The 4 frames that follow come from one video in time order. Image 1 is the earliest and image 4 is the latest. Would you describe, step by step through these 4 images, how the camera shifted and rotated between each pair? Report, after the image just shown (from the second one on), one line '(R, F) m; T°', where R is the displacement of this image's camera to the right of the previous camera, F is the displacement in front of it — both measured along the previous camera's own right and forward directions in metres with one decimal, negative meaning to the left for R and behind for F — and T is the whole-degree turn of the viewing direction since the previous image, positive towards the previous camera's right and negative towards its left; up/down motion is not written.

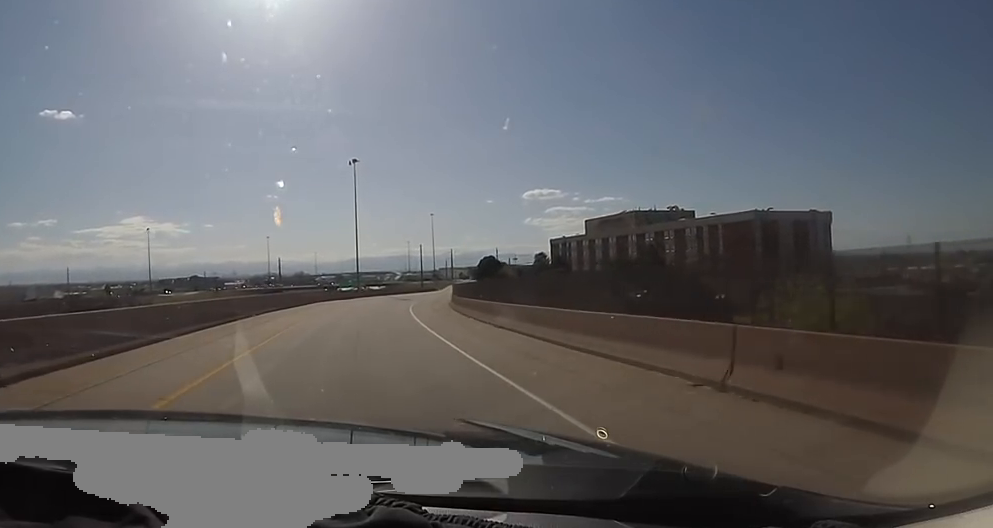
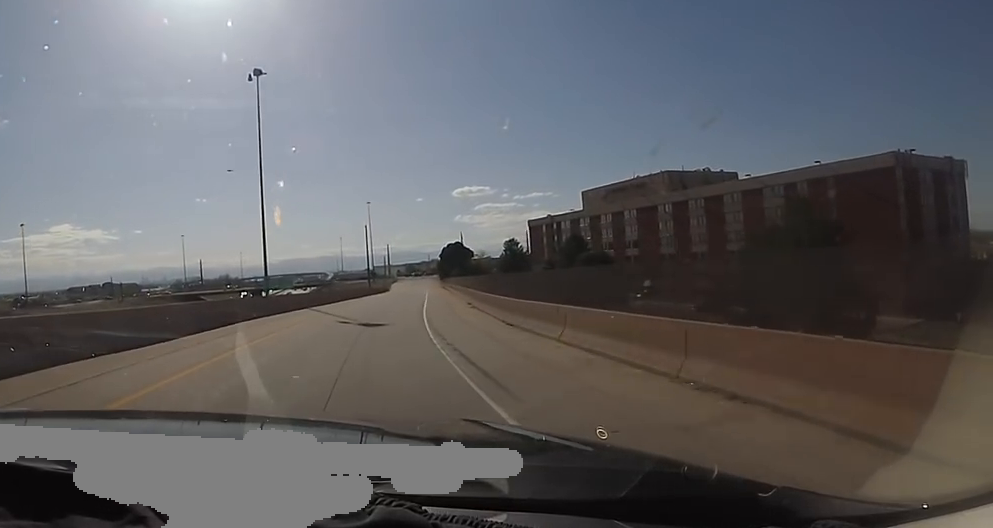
(+0.7, +42.3) m; +5°
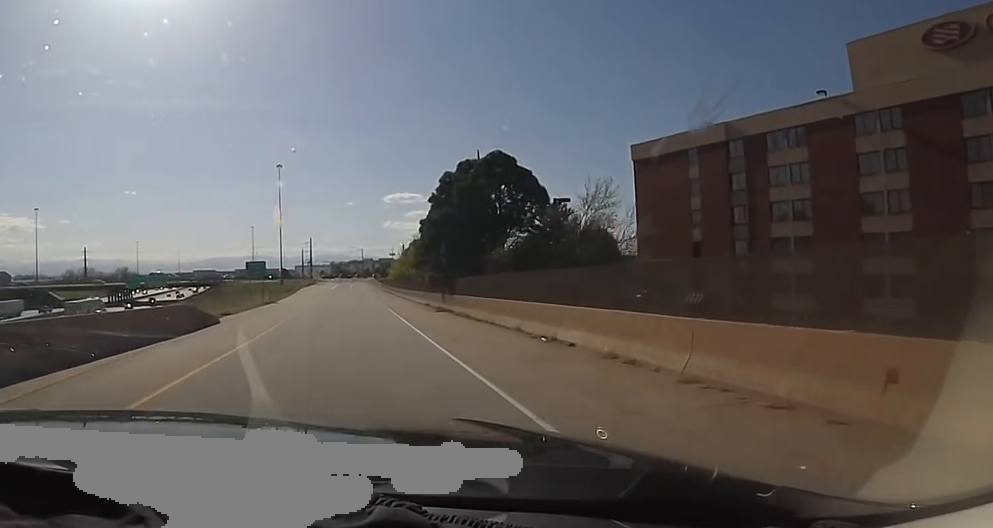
(+5.9, +84.1) m; +8°
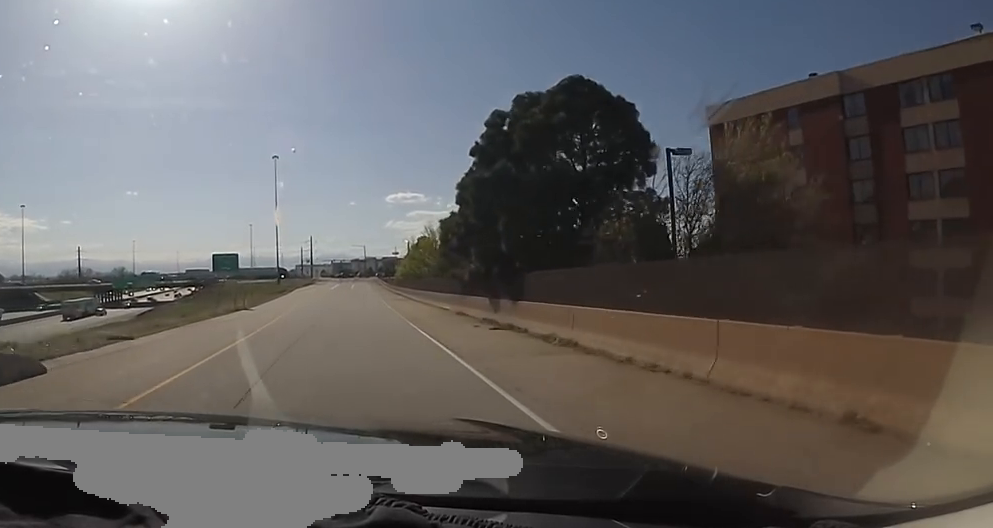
(+0.2, +12.3) m; +1°
